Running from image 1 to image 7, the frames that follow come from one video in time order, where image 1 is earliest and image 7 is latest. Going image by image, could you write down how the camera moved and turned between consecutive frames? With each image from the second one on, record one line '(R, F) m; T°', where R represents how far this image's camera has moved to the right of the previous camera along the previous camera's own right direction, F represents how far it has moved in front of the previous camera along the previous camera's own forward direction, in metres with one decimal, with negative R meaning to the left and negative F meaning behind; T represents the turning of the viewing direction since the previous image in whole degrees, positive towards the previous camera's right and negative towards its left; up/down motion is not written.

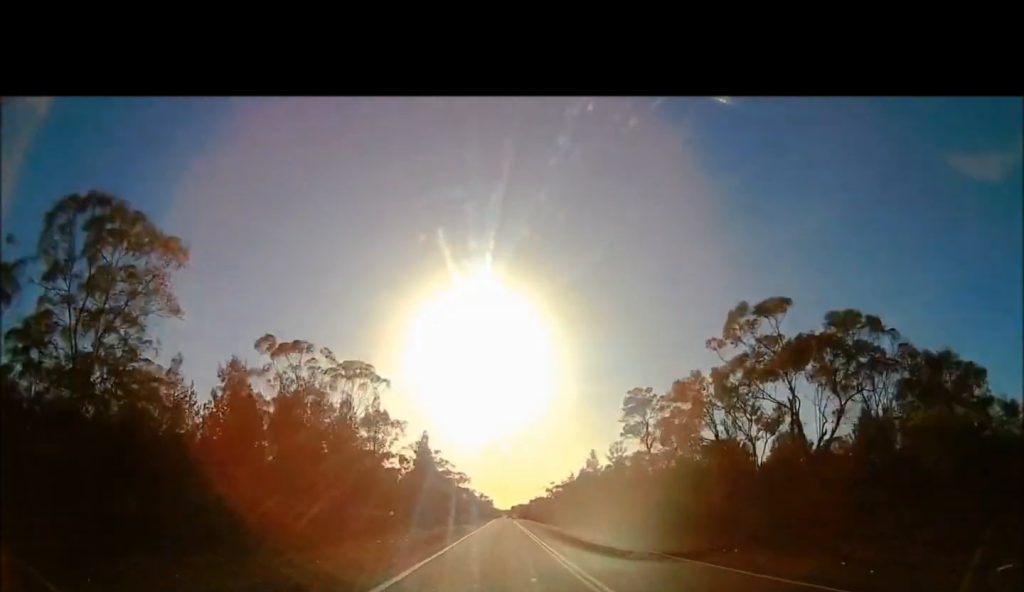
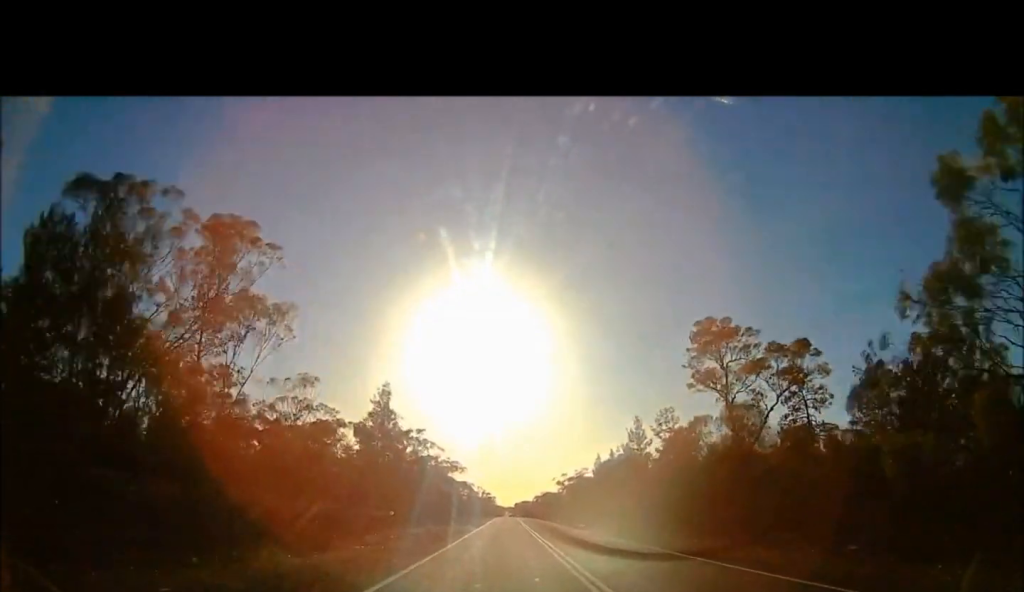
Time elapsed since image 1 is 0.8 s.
(+0.1, +27.0) m; 0°
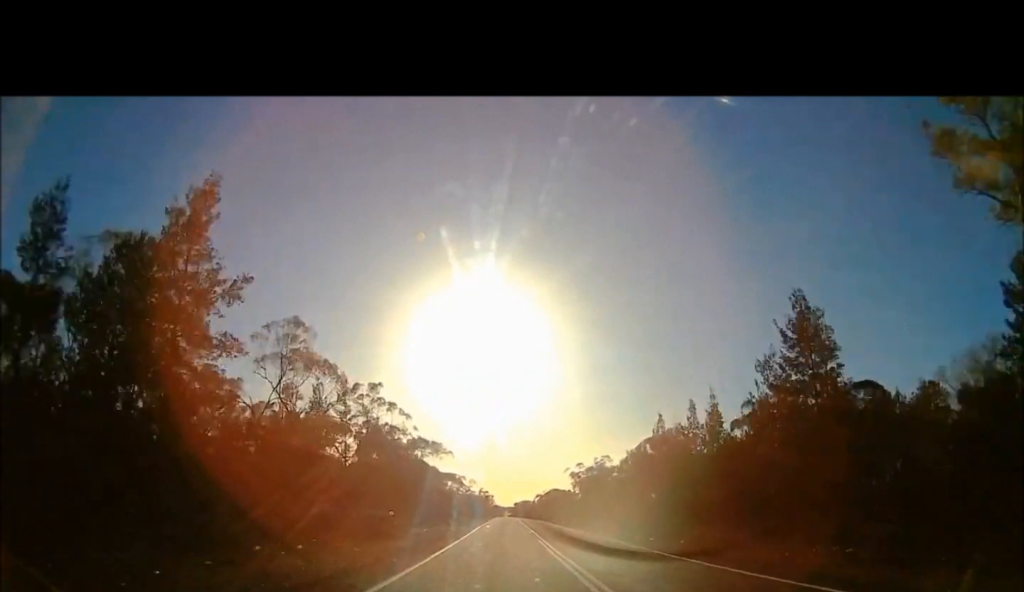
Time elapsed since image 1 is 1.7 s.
(0.0, +31.3) m; 0°
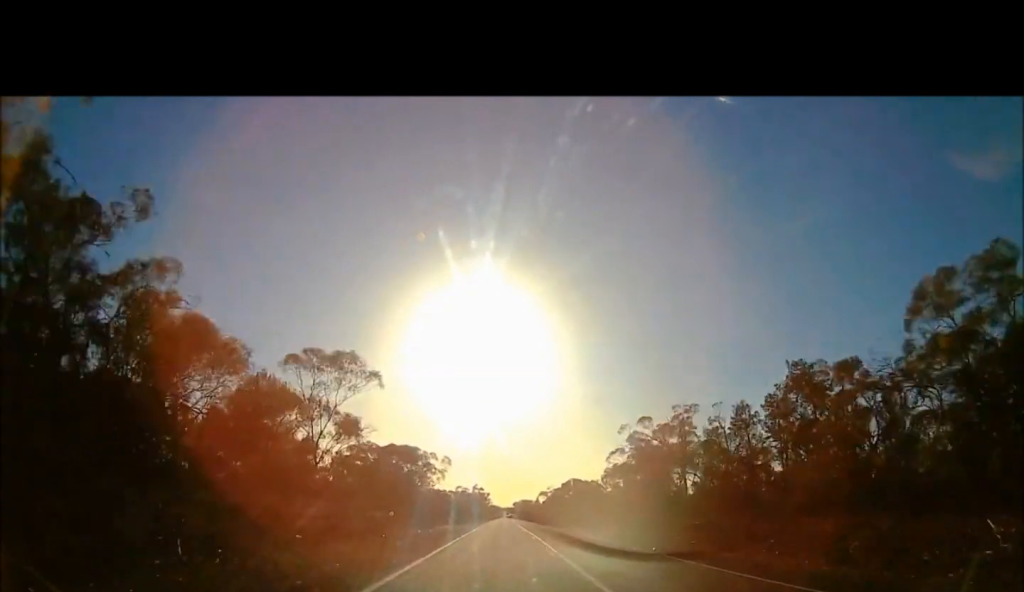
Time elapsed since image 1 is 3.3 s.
(0.0, +53.5) m; 0°
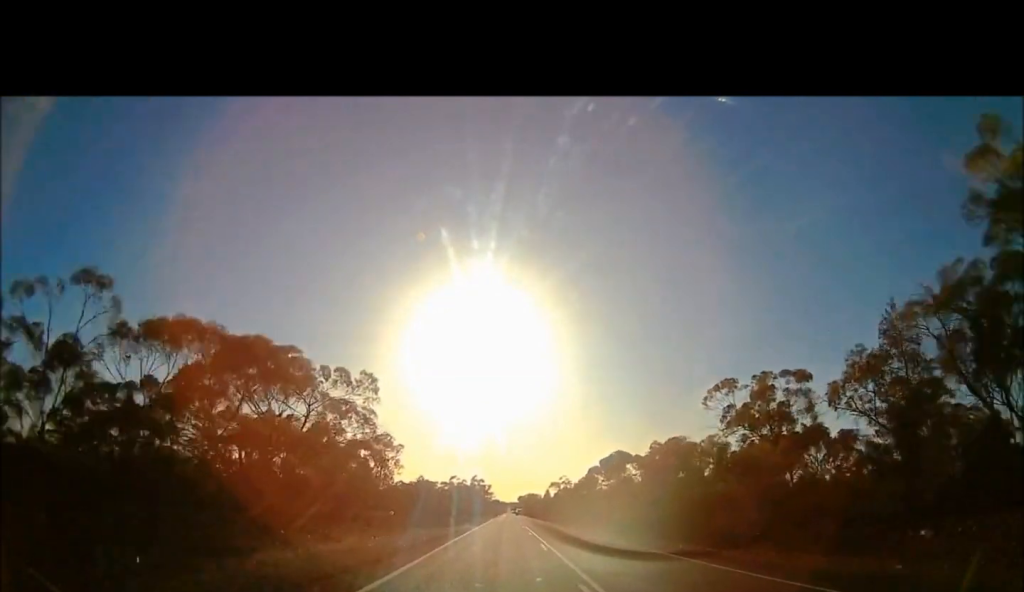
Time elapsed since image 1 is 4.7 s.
(+0.1, +45.5) m; 0°
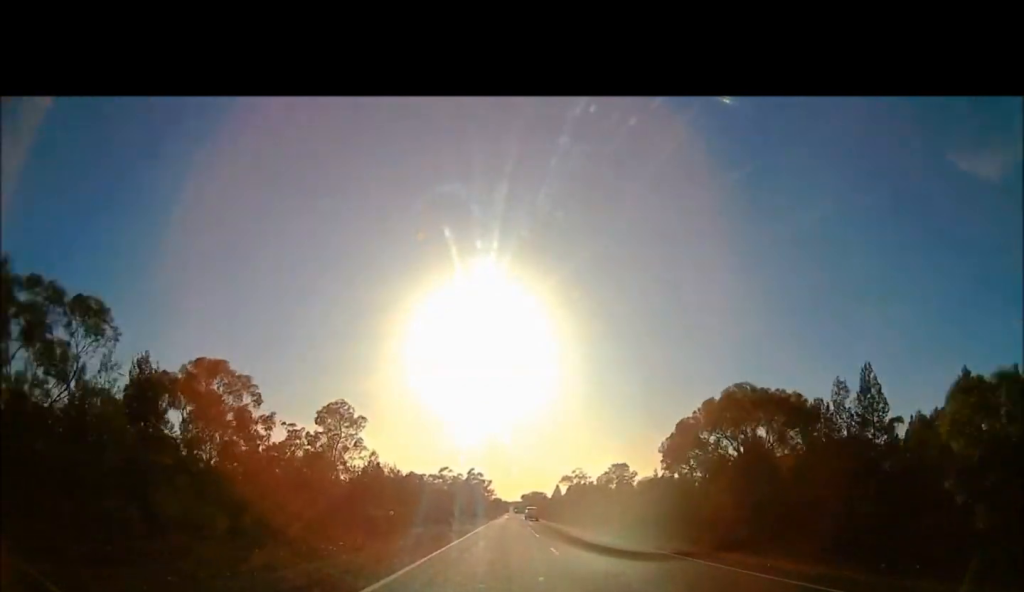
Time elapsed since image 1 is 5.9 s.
(-0.1, +38.9) m; -1°
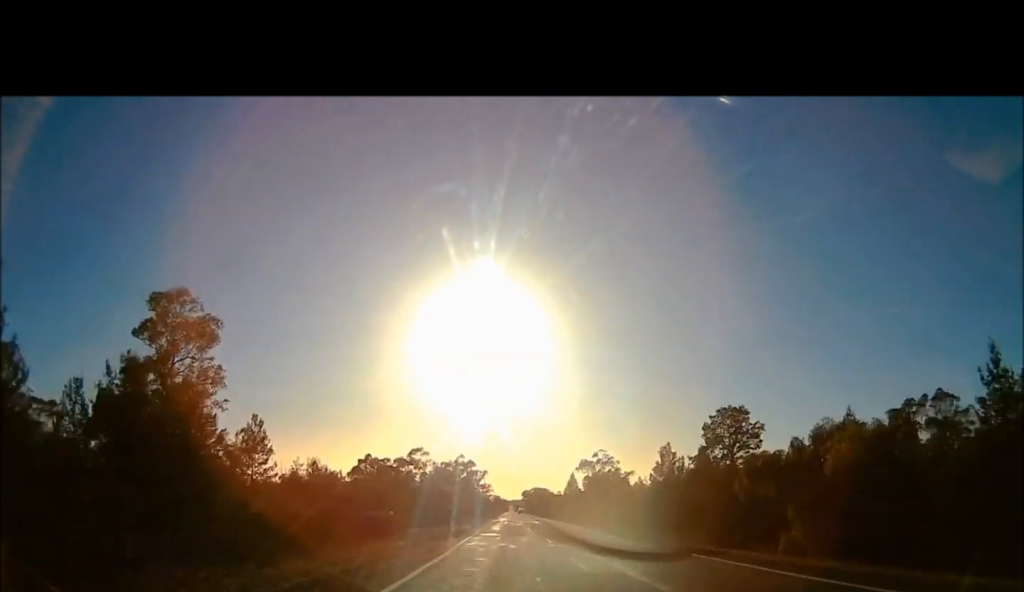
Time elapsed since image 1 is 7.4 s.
(-2.0, +52.2) m; -1°
